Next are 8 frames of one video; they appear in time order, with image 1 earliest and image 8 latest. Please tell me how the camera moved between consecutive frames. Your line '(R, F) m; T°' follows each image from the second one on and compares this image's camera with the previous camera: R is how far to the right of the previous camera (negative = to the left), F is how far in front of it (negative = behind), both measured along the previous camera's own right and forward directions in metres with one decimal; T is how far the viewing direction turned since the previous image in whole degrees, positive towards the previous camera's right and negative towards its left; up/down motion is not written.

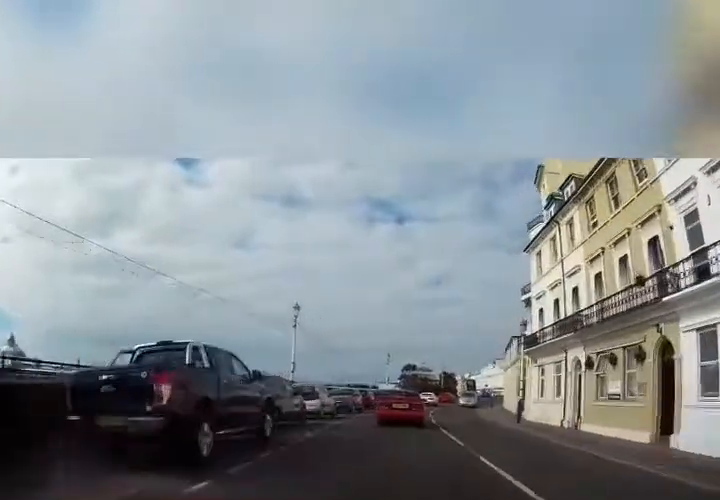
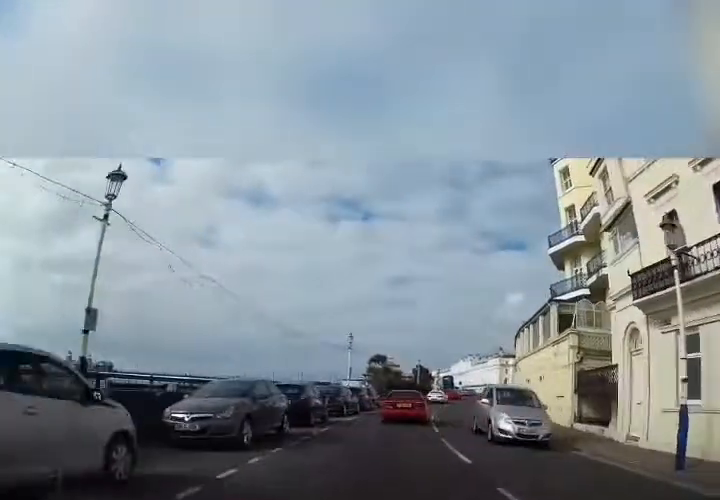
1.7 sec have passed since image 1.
(+0.9, +15.0) m; +5°
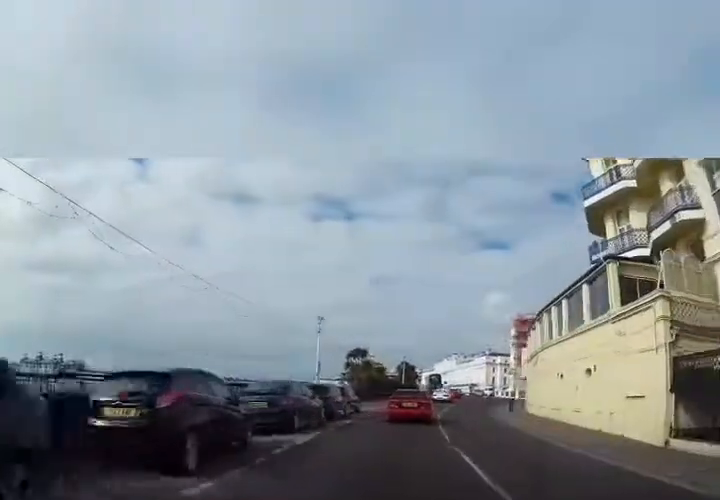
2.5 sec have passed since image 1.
(+0.1, +7.7) m; +3°
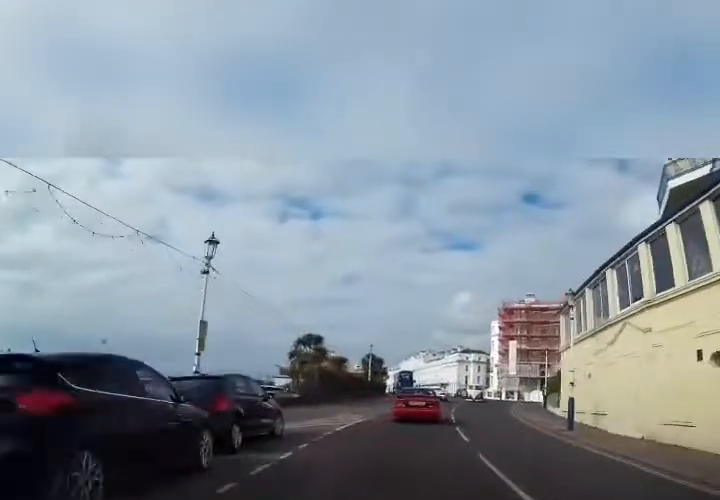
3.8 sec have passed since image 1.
(+0.8, +12.9) m; +6°
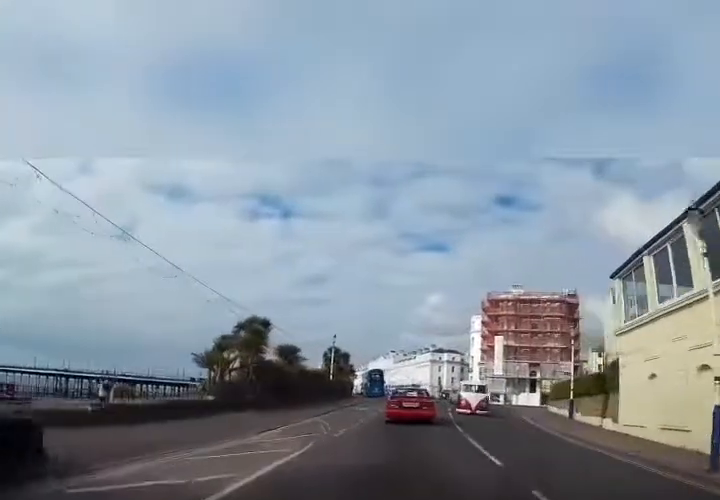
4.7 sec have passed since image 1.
(+0.3, +9.4) m; +4°
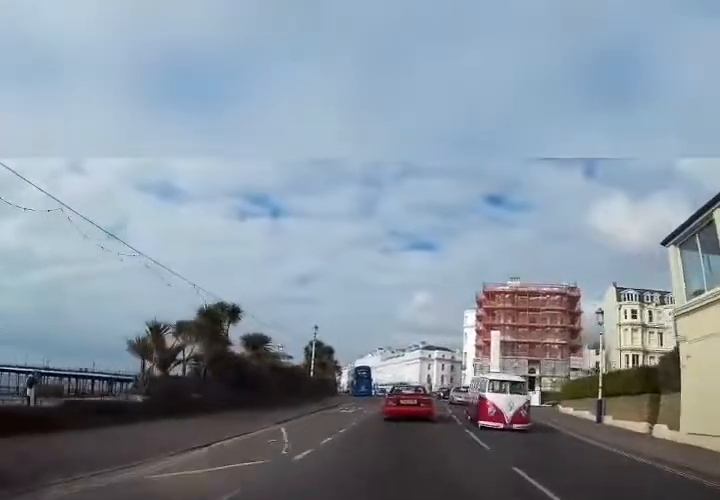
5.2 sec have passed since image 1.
(0.0, +4.8) m; +2°
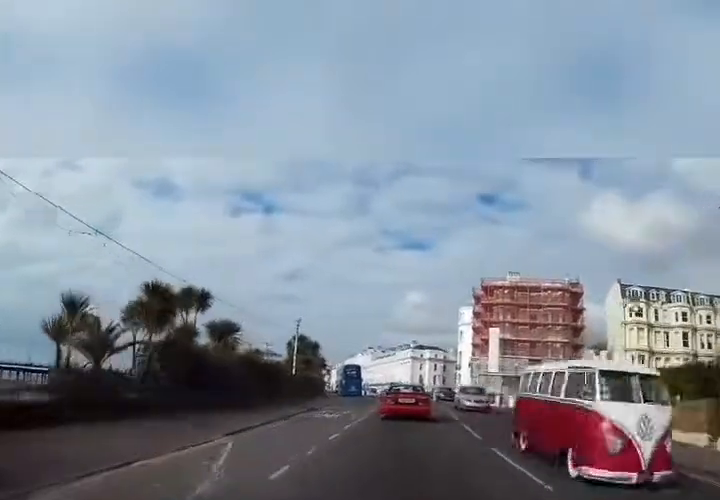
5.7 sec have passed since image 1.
(+0.2, +3.9) m; +3°
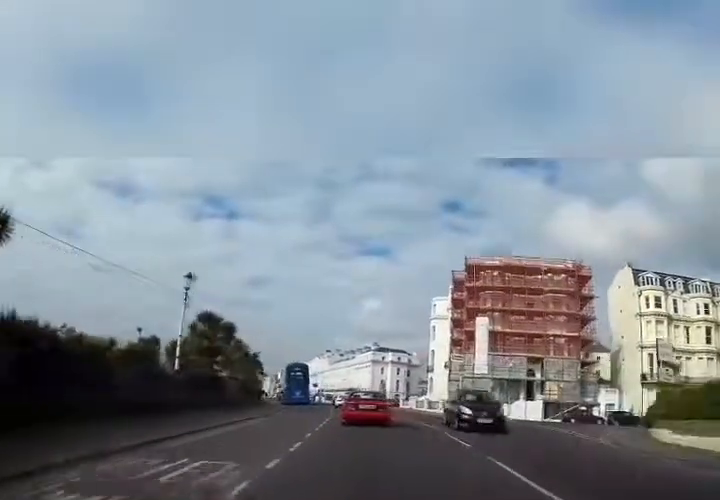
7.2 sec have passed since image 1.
(+1.0, +13.3) m; +6°
